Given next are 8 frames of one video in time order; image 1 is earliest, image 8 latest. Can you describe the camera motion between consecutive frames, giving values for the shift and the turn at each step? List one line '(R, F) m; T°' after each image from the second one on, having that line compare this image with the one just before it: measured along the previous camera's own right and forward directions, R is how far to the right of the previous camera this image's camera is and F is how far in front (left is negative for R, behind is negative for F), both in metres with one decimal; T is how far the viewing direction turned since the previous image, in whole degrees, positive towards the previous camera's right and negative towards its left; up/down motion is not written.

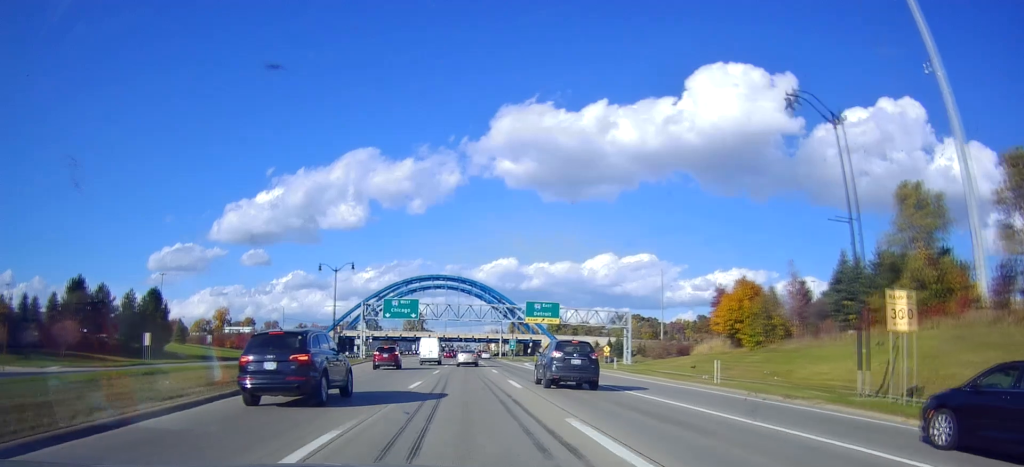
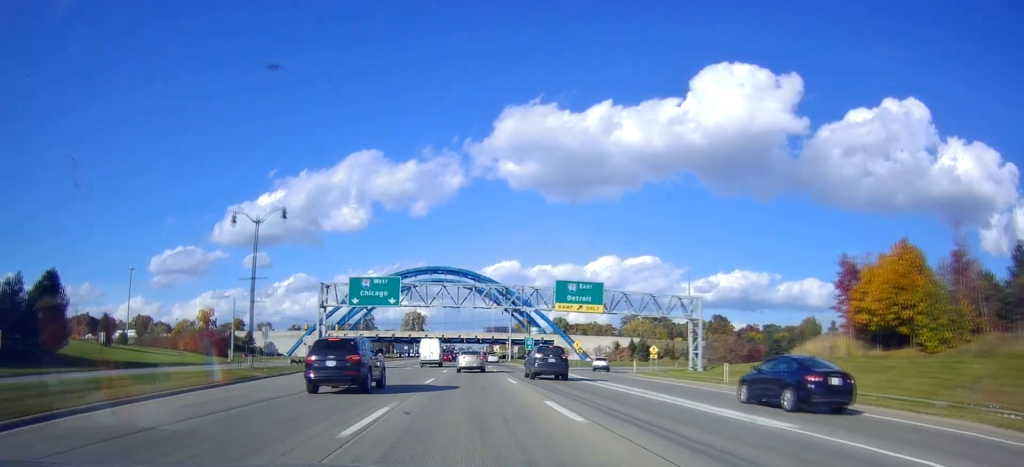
(0.0, +27.8) m; 0°
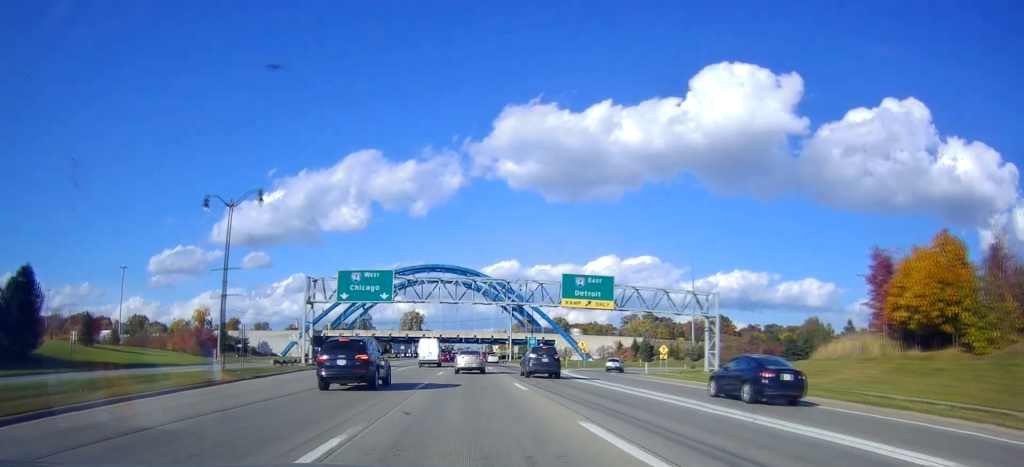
(0.0, +5.3) m; 0°
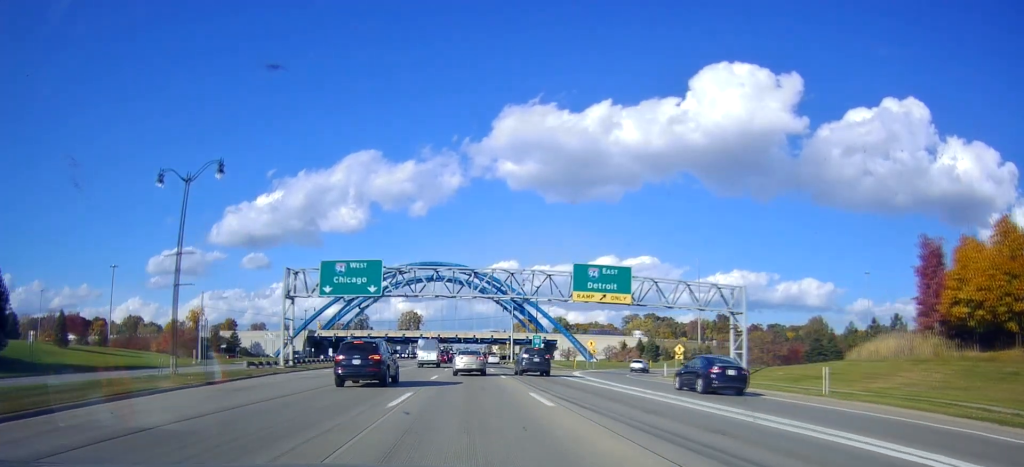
(0.0, +6.8) m; 0°
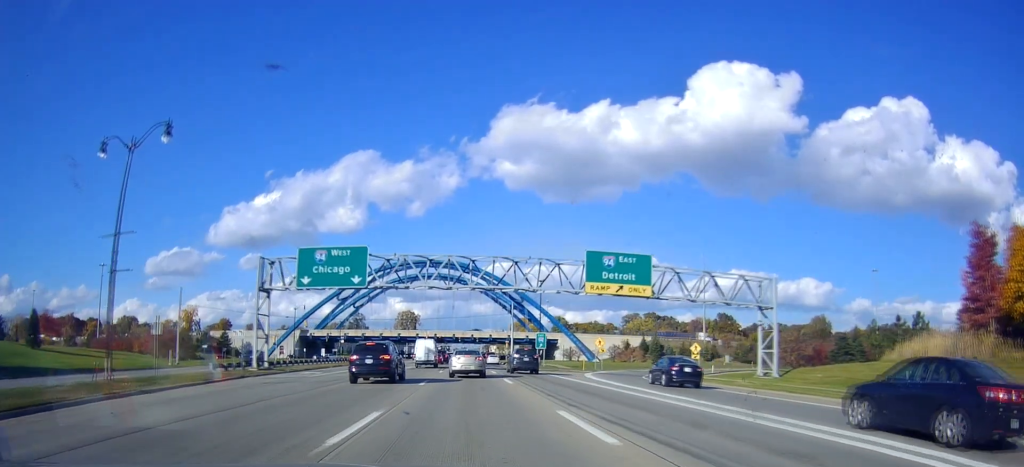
(0.0, +6.6) m; 0°
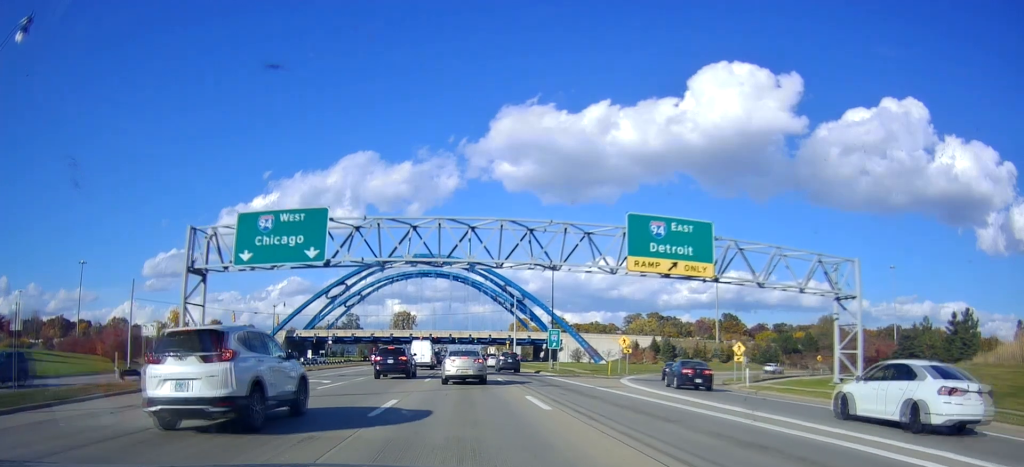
(0.0, +12.4) m; 0°
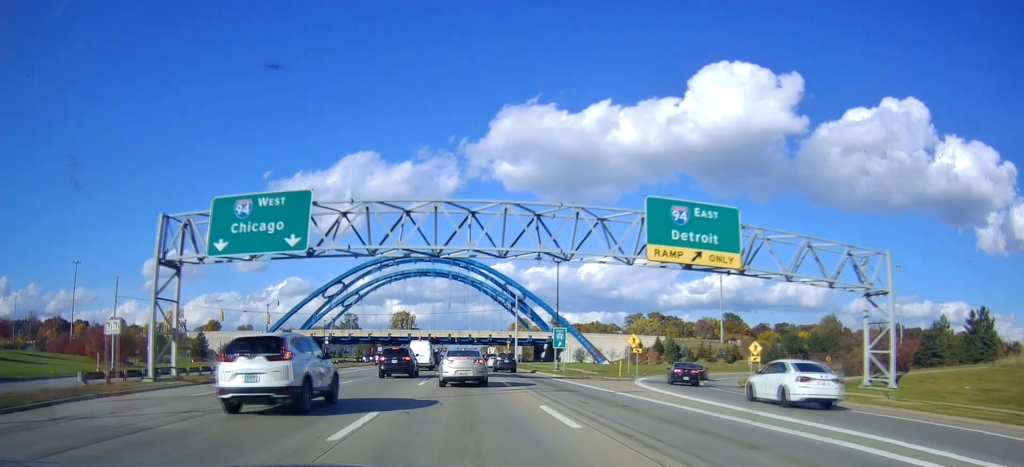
(0.0, +3.3) m; 0°
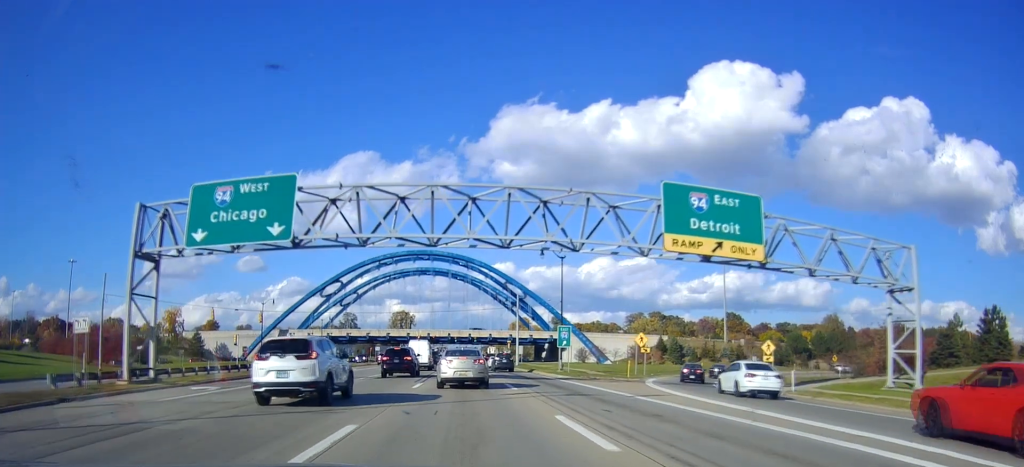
(0.0, +2.4) m; 0°
